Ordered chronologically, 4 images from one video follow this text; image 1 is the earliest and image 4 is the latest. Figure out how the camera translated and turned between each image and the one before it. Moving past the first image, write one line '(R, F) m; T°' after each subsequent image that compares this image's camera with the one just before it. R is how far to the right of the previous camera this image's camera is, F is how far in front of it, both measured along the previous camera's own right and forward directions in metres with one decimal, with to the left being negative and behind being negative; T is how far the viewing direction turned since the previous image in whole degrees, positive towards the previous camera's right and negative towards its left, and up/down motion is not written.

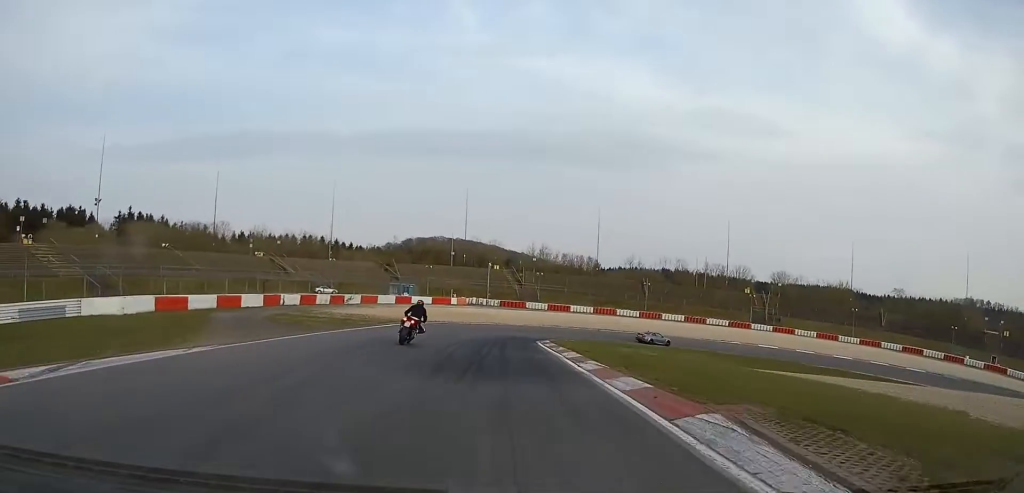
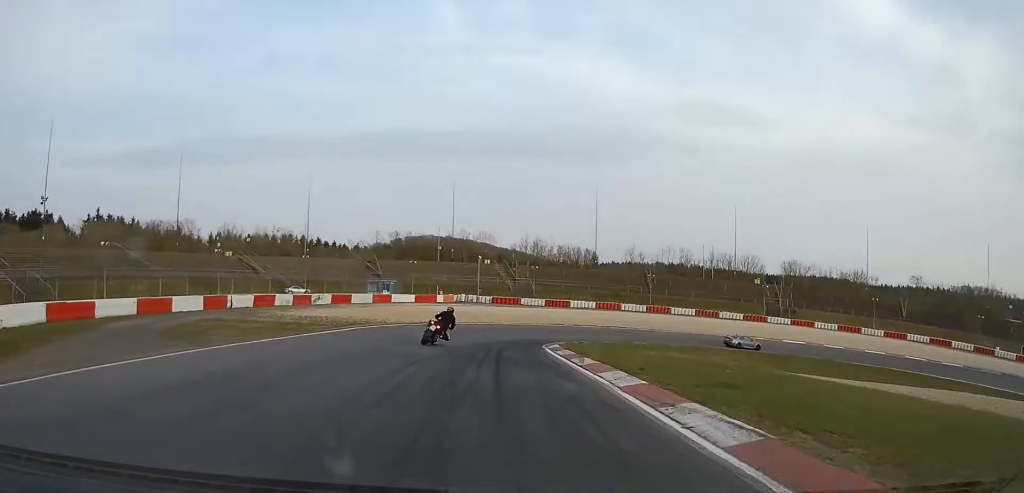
(-0.2, +11.5) m; -1°
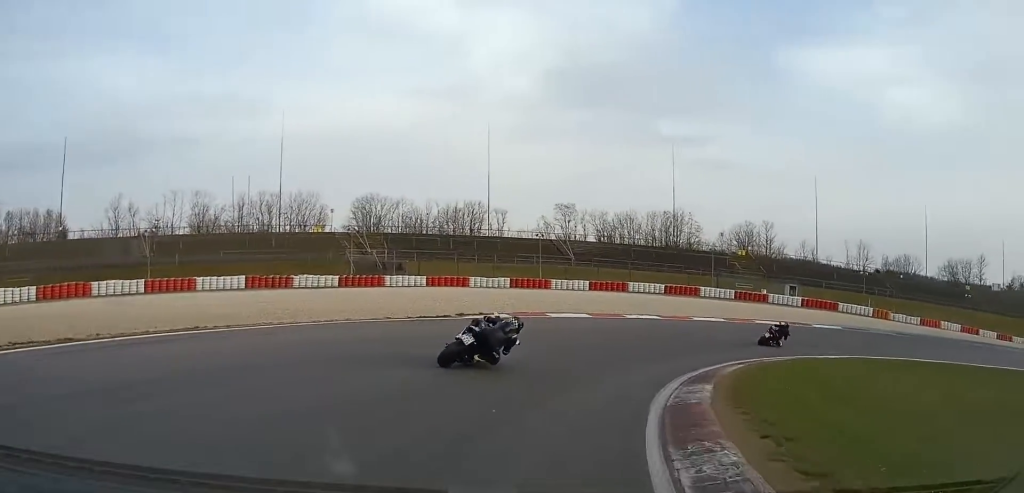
(+9.6, +57.9) m; +39°
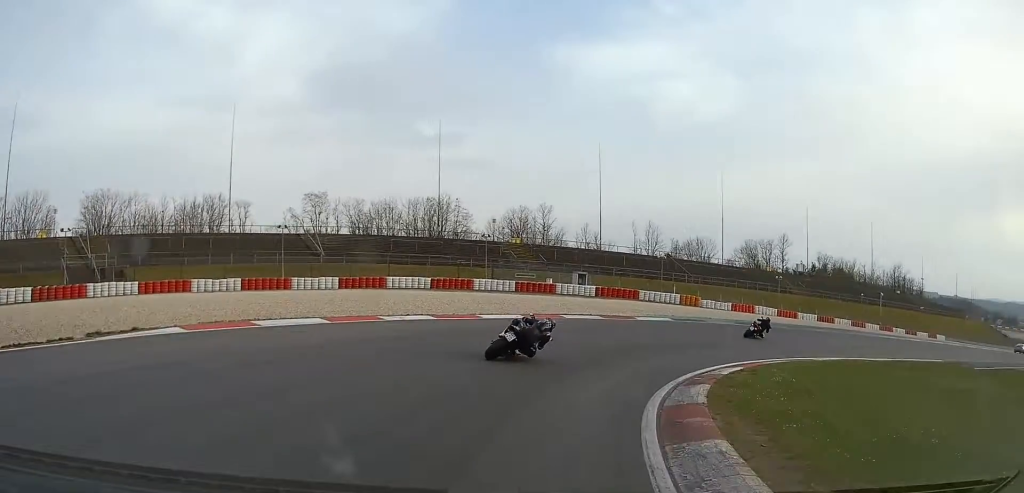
(+2.2, +11.5) m; +25°
